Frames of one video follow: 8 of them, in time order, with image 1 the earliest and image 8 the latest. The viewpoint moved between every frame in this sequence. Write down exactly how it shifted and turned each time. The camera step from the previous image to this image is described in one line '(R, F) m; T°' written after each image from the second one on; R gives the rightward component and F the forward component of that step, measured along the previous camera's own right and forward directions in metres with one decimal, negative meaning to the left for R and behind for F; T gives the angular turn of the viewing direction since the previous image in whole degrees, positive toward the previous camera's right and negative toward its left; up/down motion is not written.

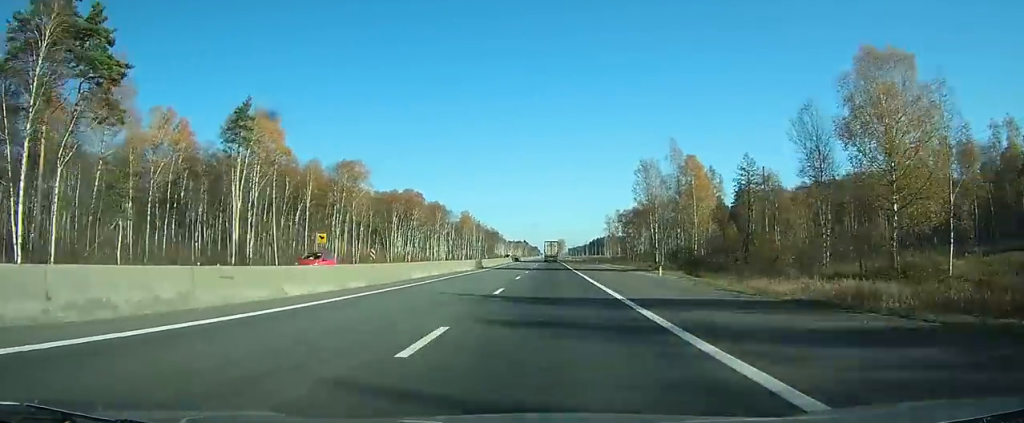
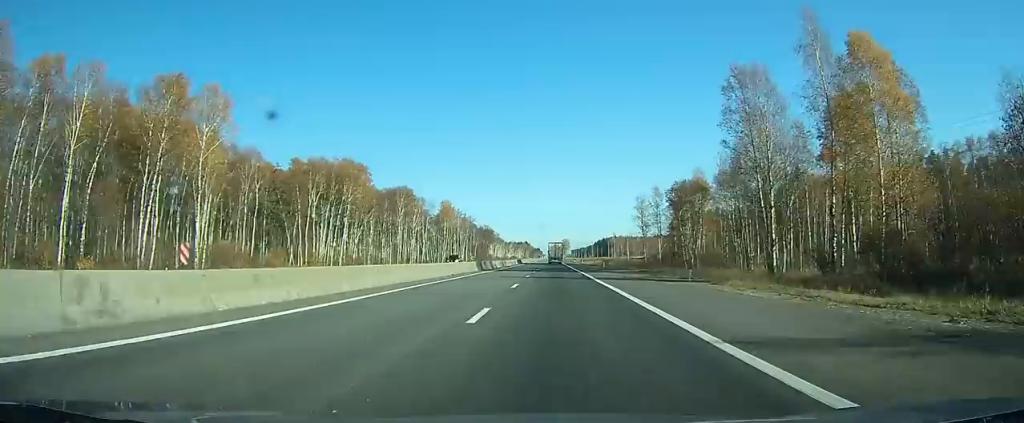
(-0.2, +57.9) m; 0°
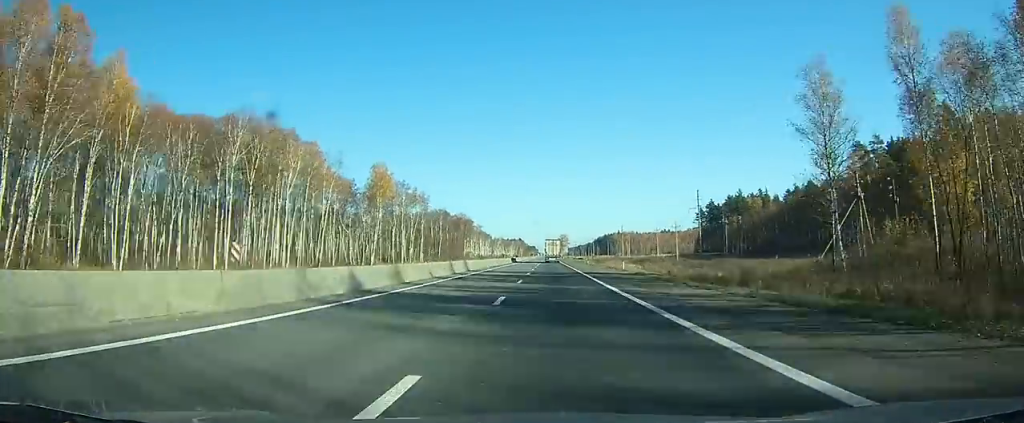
(+0.1, +77.6) m; 0°
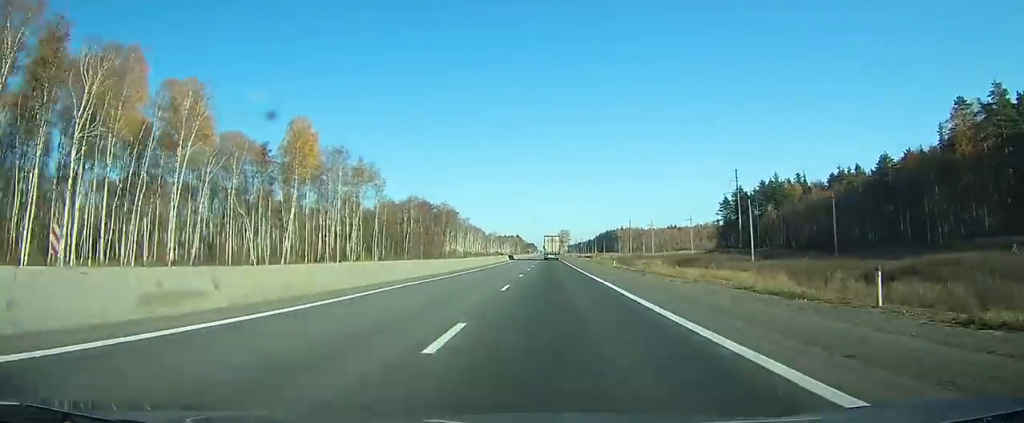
(0.0, +41.9) m; 0°
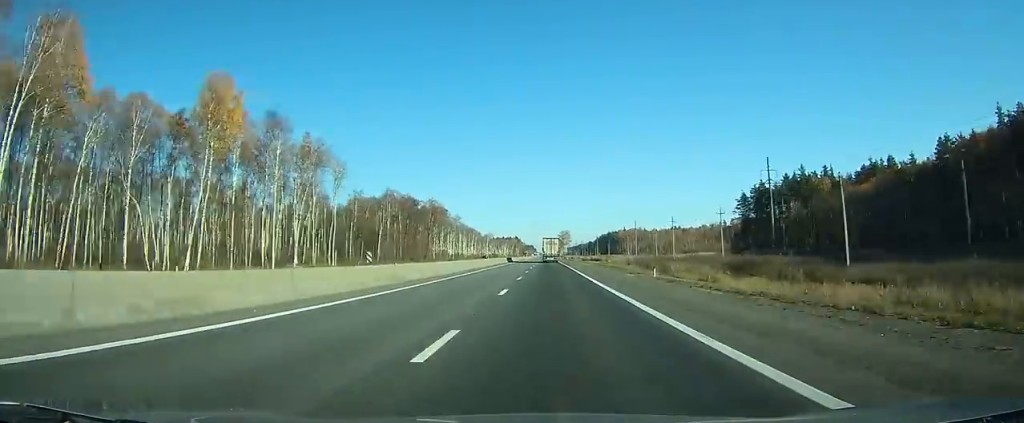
(0.0, +23.4) m; 0°
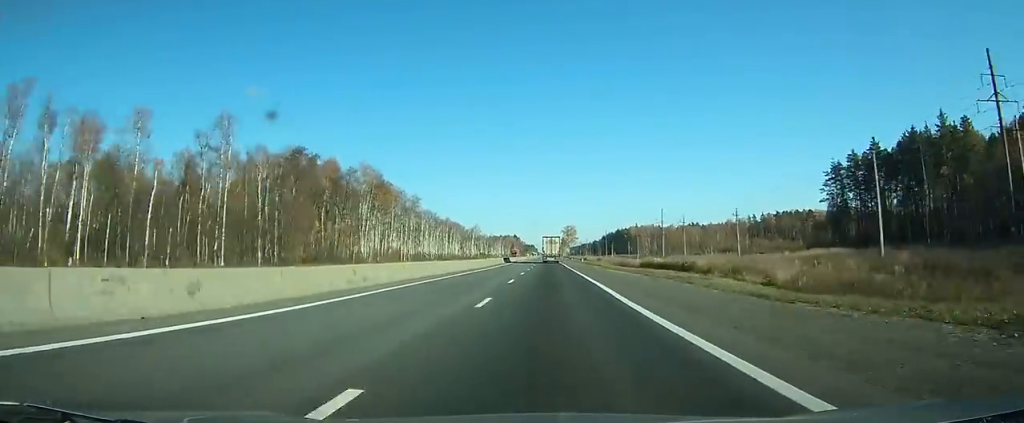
(+0.1, +79.1) m; 0°
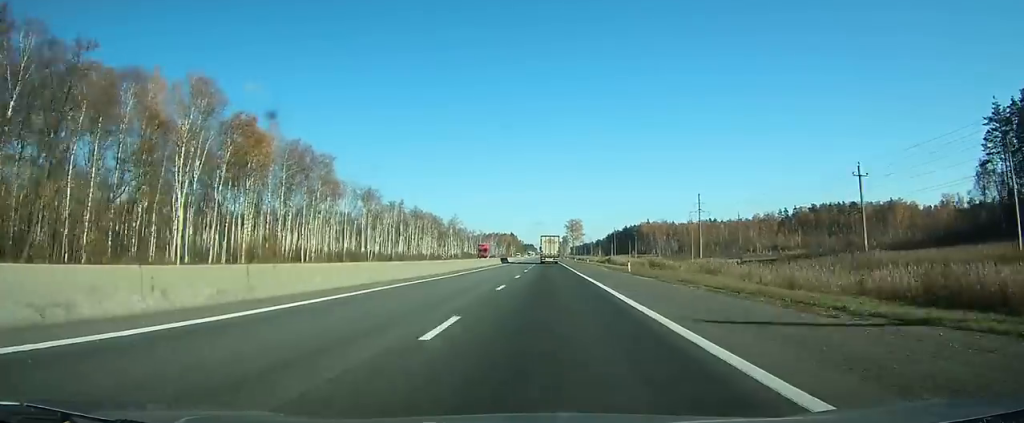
(0.0, +67.0) m; 0°
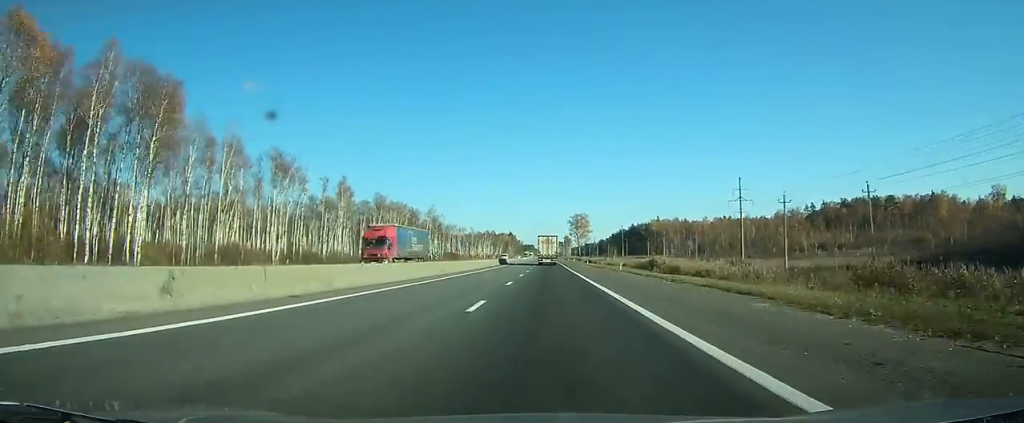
(+0.1, +42.2) m; 0°
